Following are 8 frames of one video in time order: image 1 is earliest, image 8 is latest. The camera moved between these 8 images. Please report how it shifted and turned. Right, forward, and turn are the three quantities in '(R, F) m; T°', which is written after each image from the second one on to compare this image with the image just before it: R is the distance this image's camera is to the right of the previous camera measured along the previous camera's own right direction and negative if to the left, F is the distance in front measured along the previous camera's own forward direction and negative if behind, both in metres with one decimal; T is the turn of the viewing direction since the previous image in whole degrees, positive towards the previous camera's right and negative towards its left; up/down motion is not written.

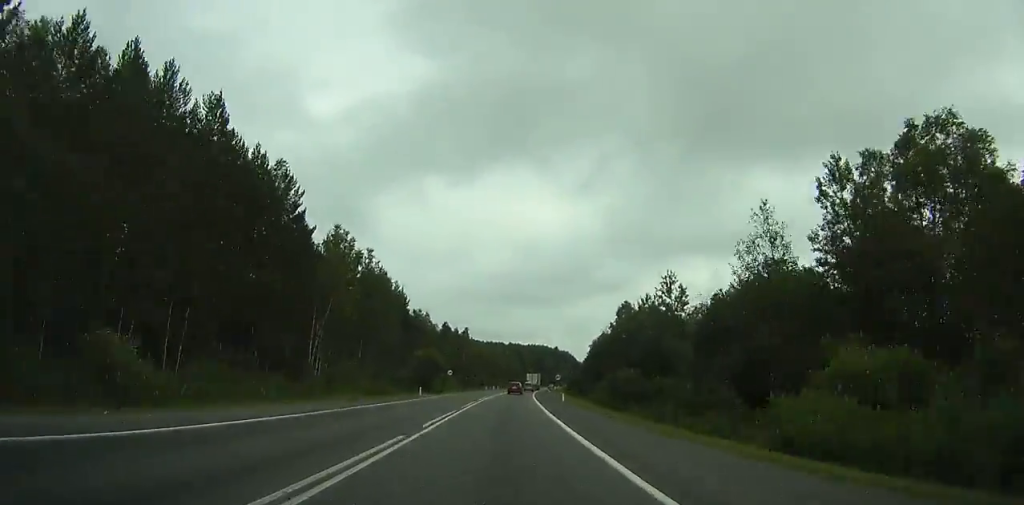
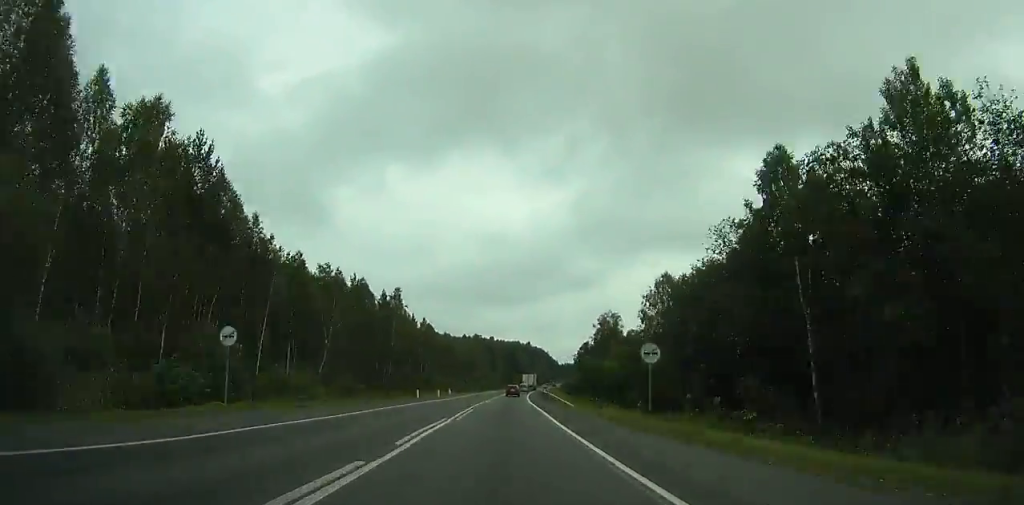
(+1.5, +60.5) m; +2°
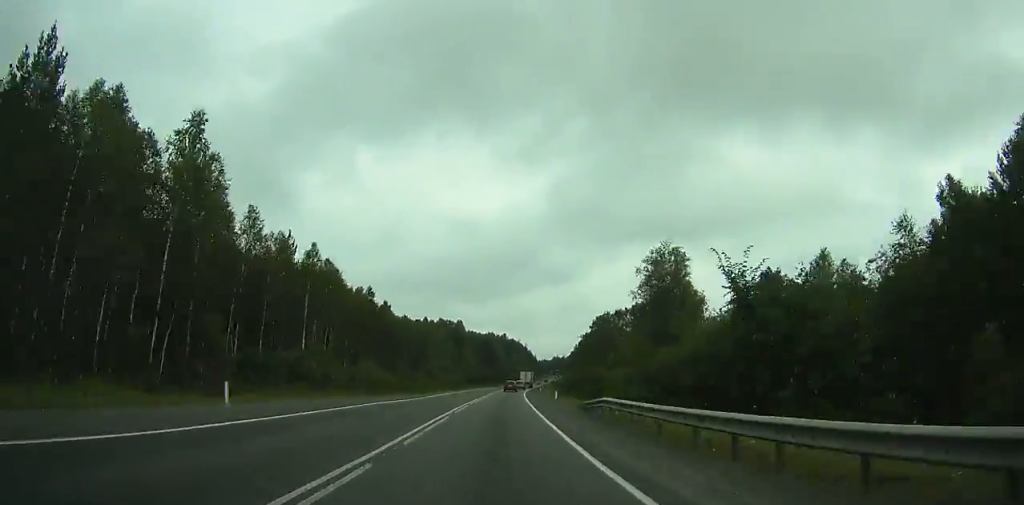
(+1.1, +55.0) m; +2°
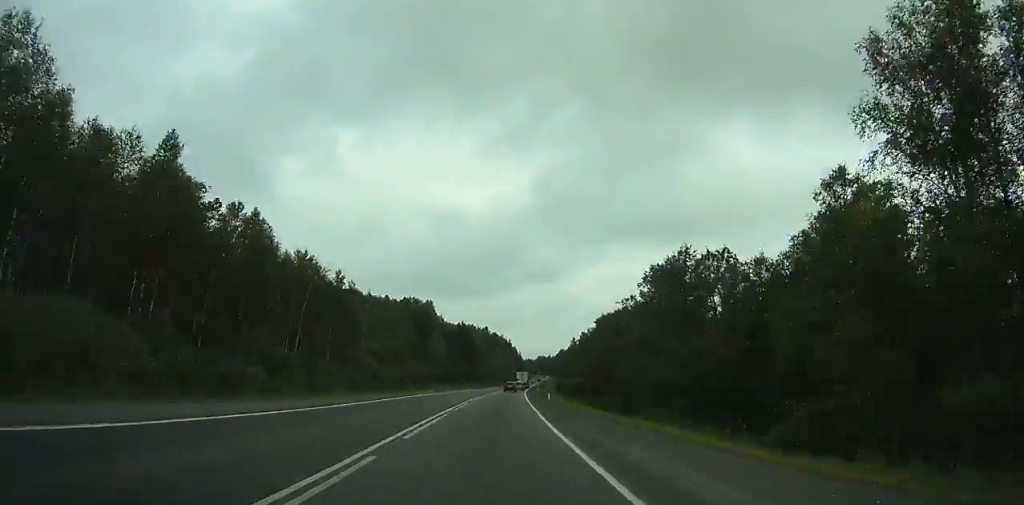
(+0.4, +46.4) m; +2°
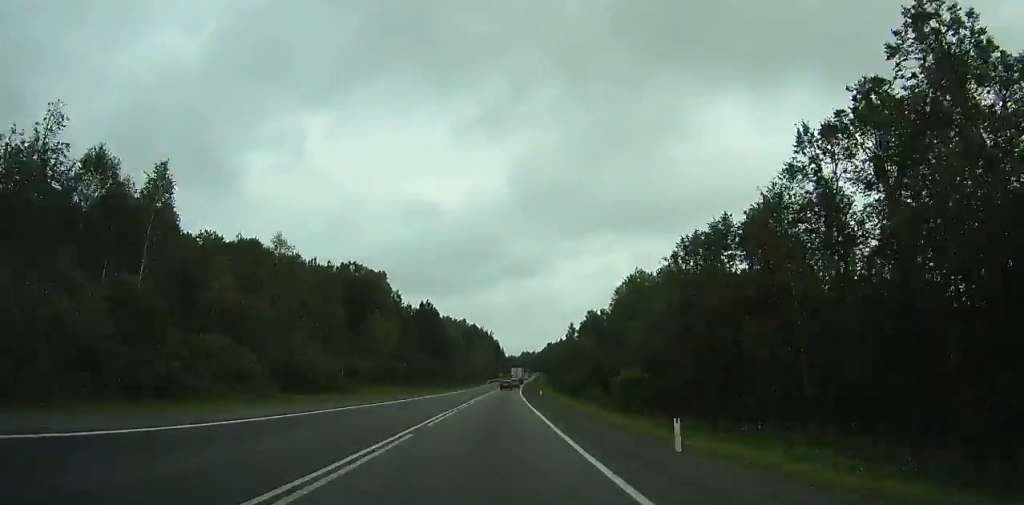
(+1.0, +42.0) m; +2°
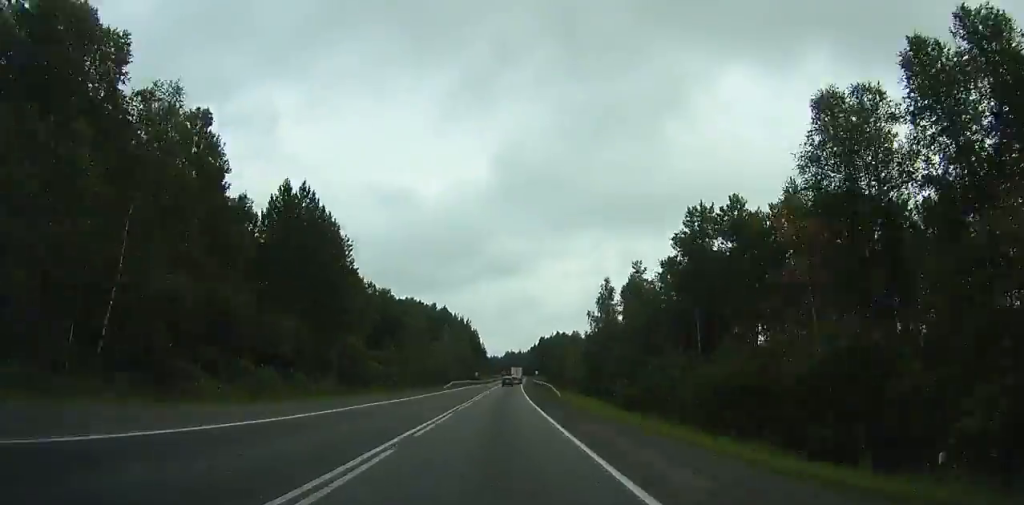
(+1.6, +72.9) m; +2°
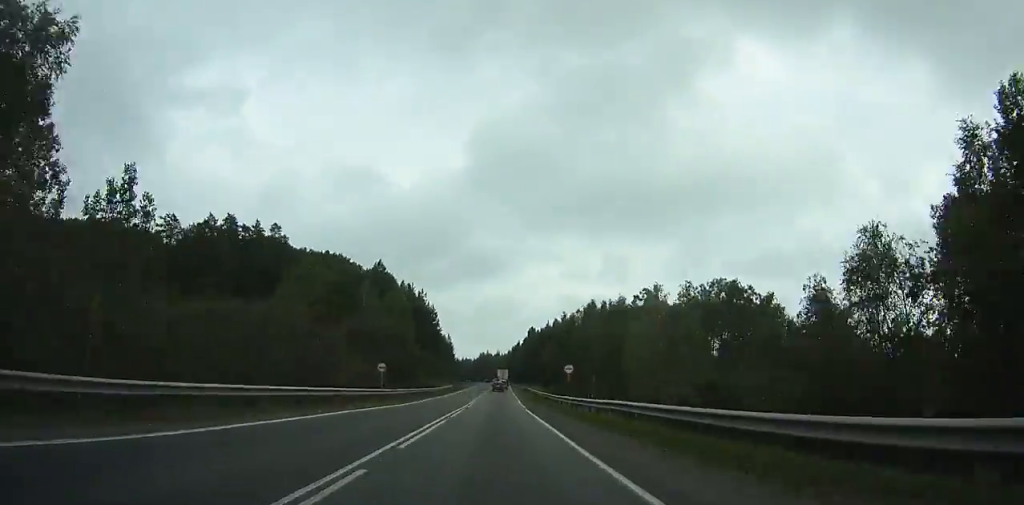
(+1.6, +83.9) m; +2°
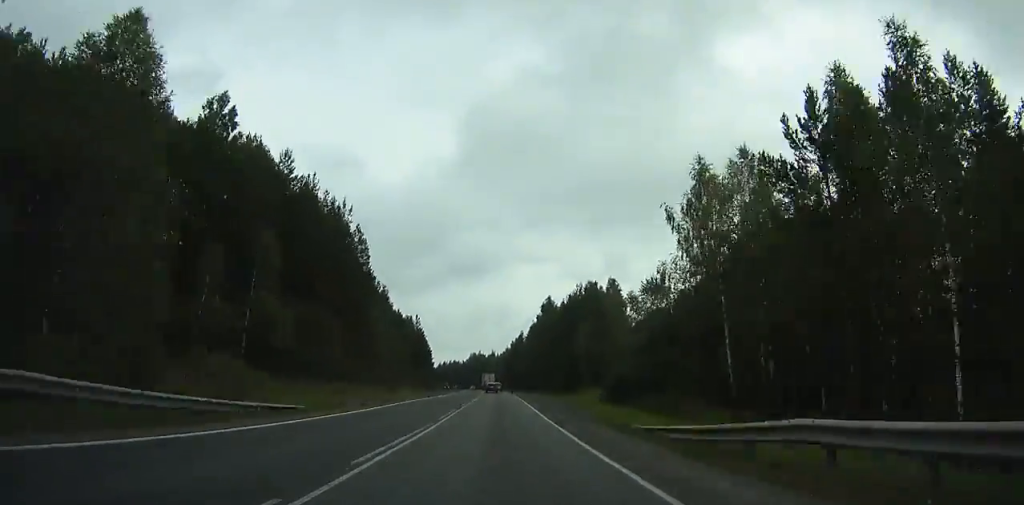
(+0.9, +74.8) m; +1°
